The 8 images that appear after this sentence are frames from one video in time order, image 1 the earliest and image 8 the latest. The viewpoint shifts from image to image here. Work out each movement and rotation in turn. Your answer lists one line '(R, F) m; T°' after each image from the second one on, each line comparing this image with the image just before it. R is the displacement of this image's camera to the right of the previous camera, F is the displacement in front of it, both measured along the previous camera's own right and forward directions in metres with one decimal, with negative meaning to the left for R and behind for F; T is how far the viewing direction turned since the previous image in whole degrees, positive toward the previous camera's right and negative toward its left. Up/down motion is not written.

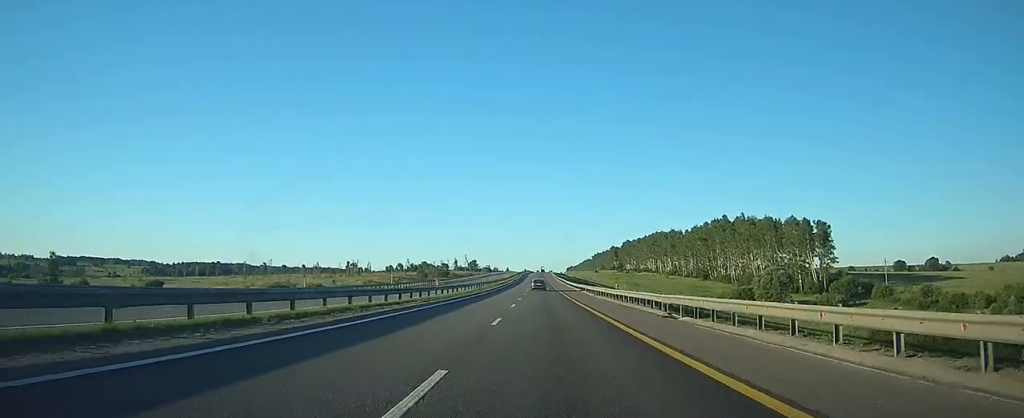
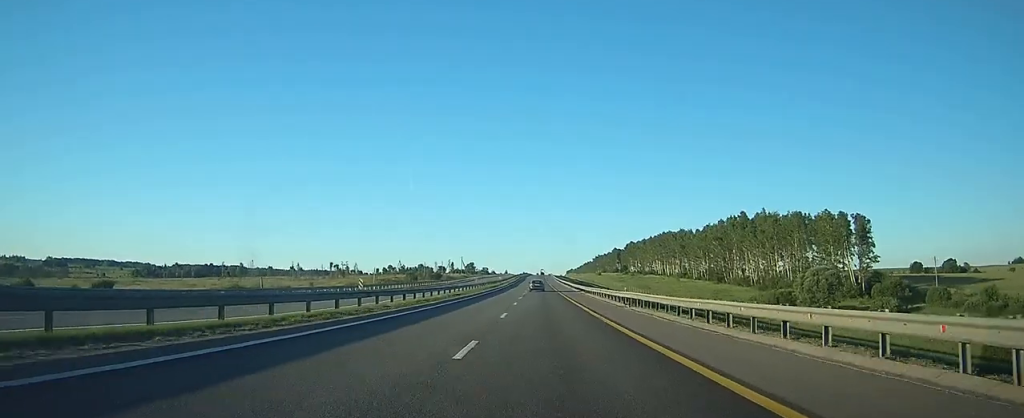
(+0.1, +19.8) m; 0°
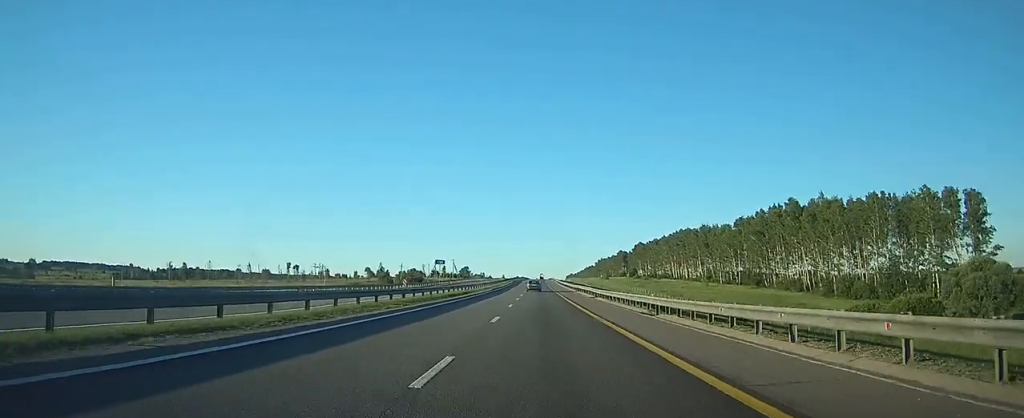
(+0.1, +39.3) m; 0°
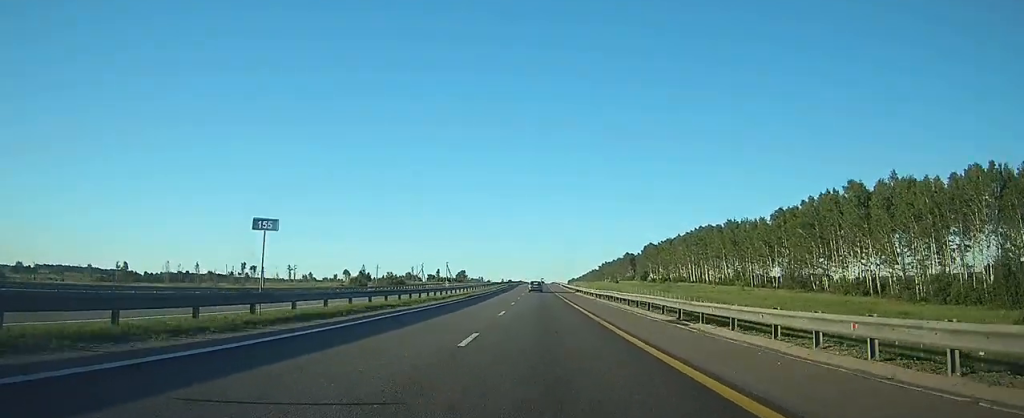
(+0.1, +31.4) m; 0°
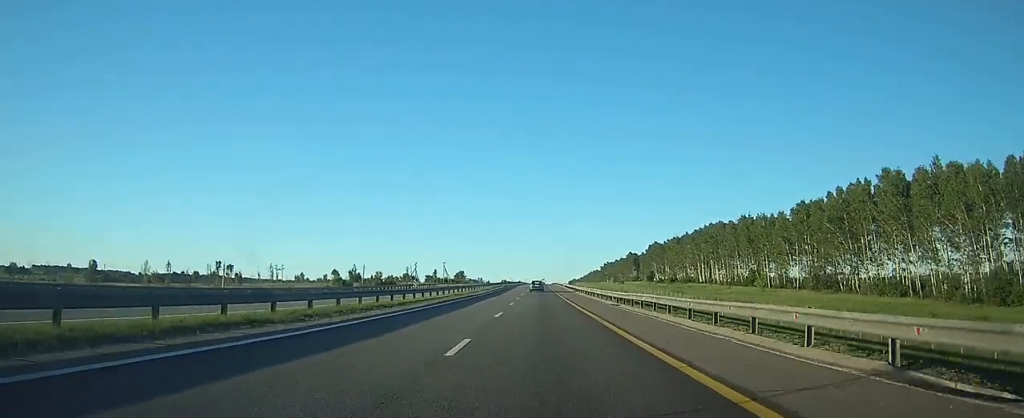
(0.0, +13.8) m; 0°
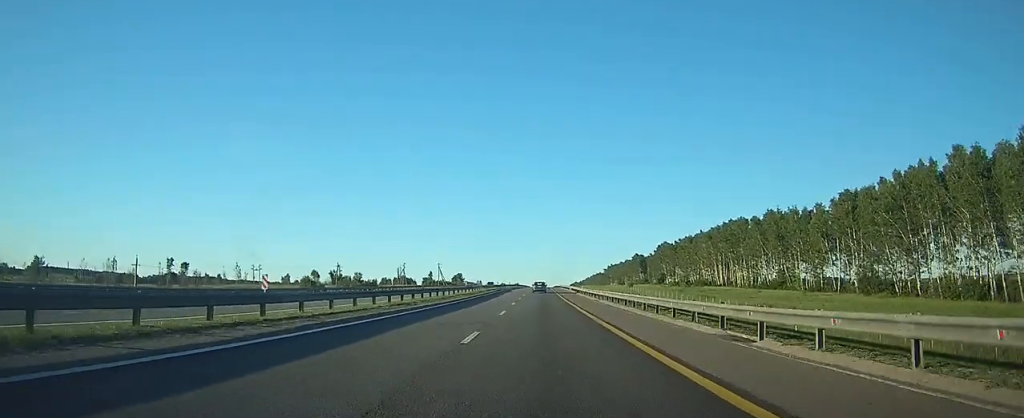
(0.0, +21.8) m; 0°
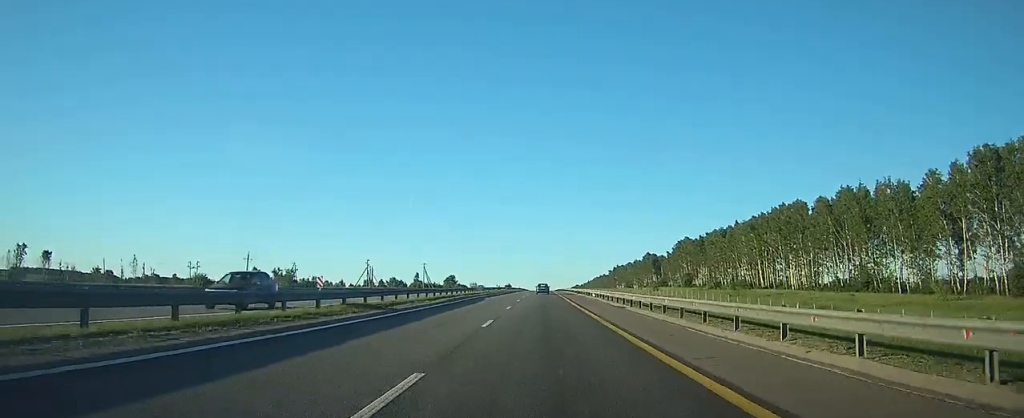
(0.0, +44.1) m; 0°
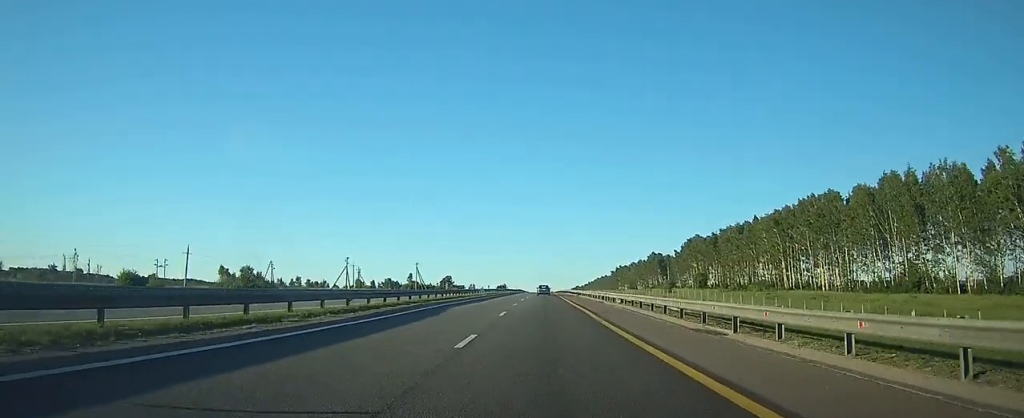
(0.0, +17.8) m; 0°
